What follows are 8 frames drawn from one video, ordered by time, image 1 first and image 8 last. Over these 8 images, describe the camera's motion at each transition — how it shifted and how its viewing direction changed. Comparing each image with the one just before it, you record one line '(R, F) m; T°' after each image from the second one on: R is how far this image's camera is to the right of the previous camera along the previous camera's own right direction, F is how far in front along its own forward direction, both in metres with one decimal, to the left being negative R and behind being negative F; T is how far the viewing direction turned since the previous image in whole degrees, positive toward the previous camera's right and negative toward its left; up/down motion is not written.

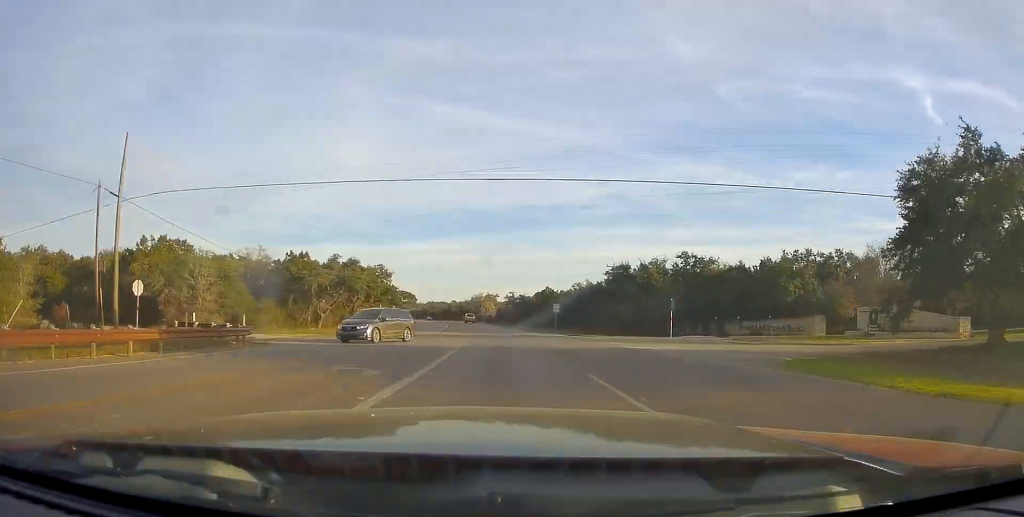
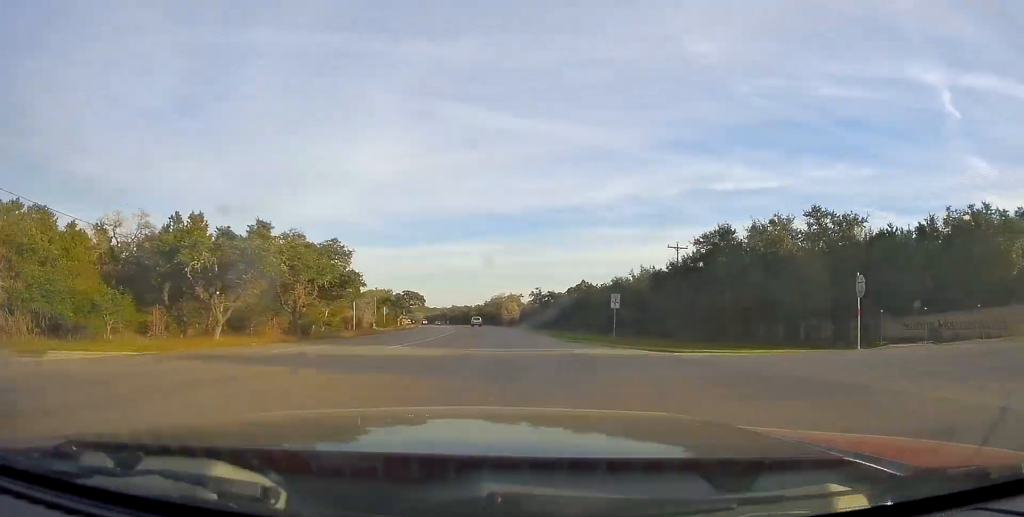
(-0.5, +26.6) m; -2°
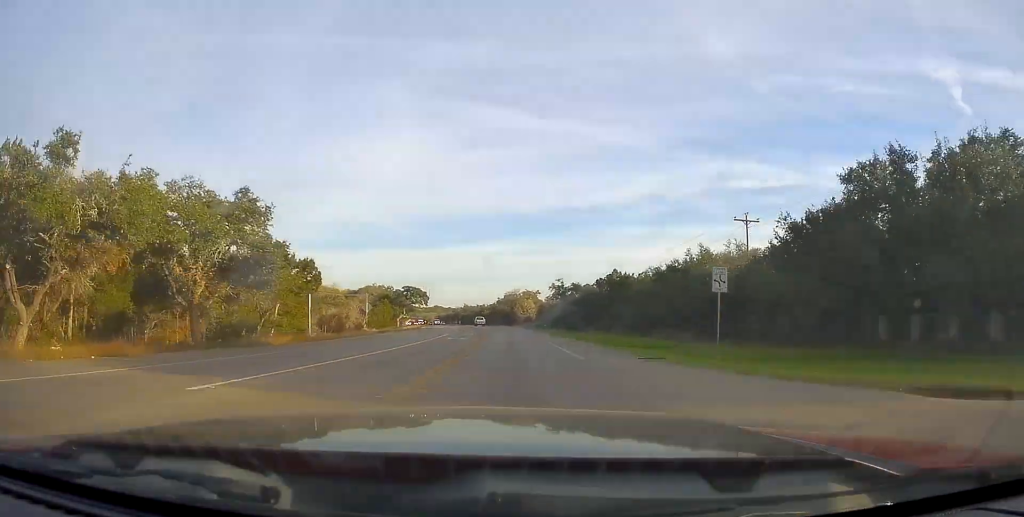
(-0.2, +18.4) m; -2°
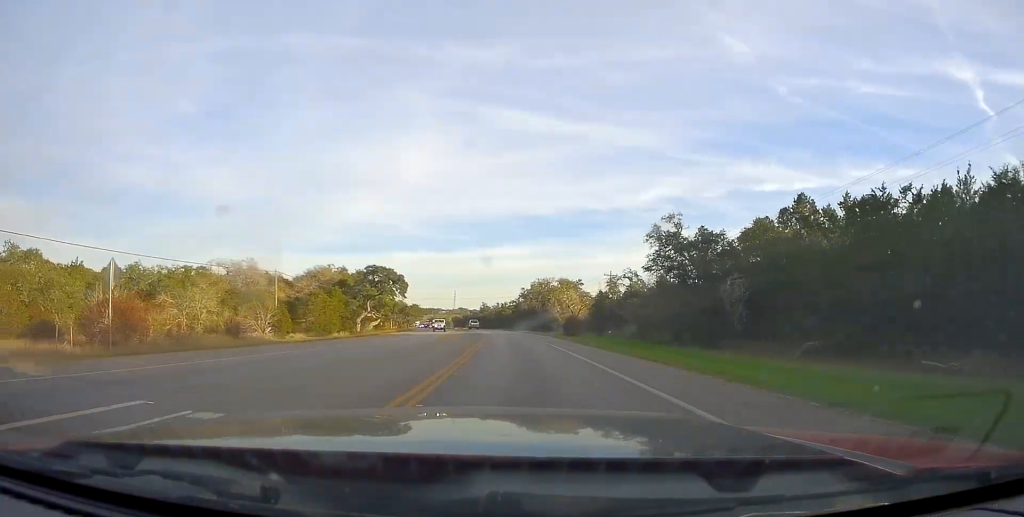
(-1.7, +49.4) m; -3°
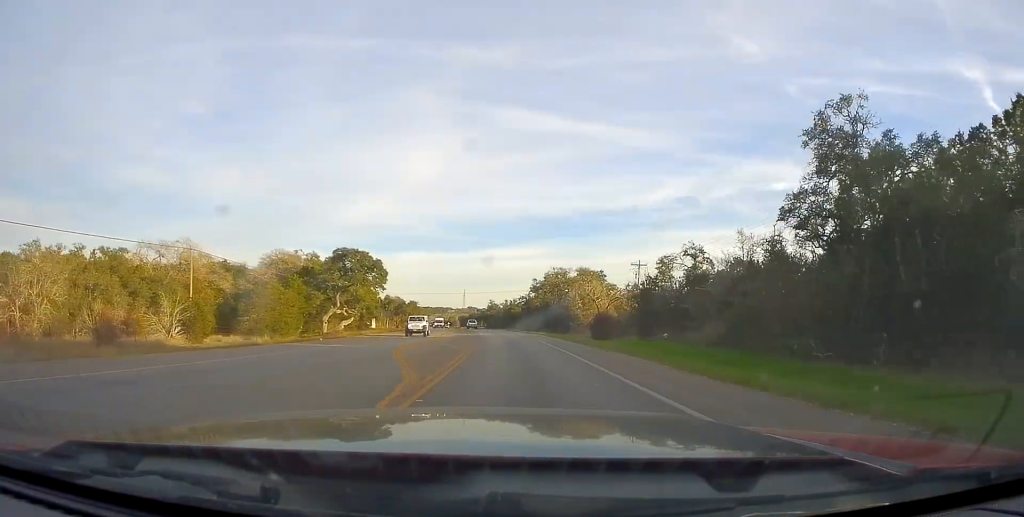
(0.0, +17.3) m; 0°
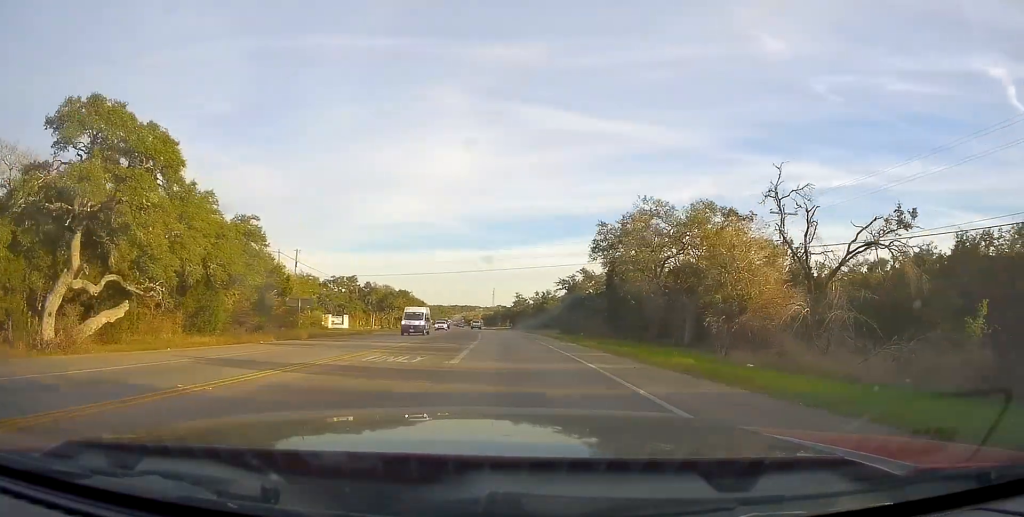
(0.0, +42.6) m; -1°
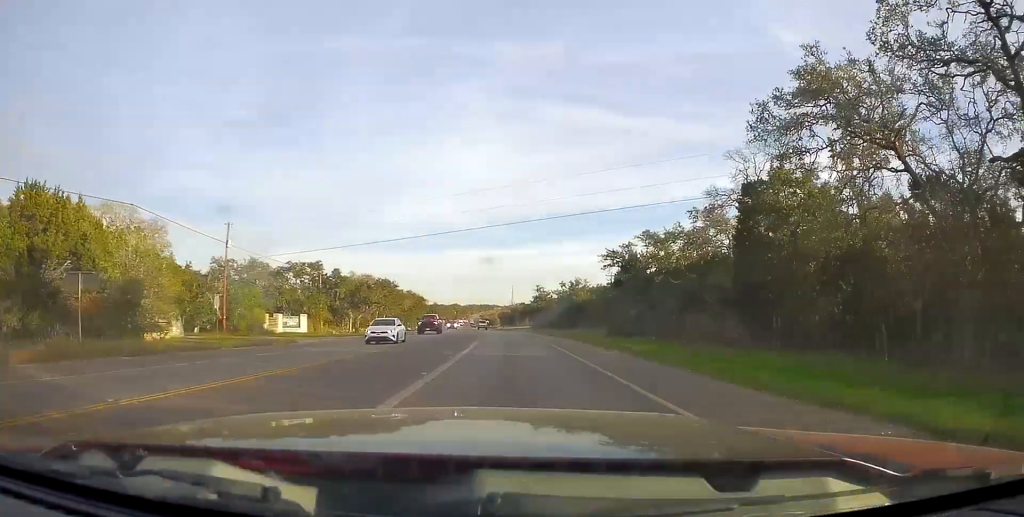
(-0.9, +27.3) m; -3°
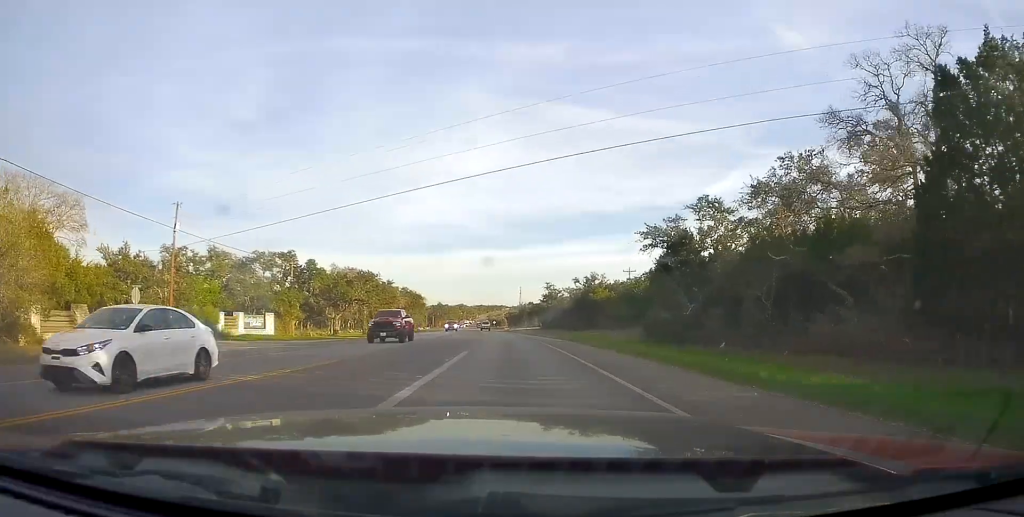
(-0.2, +12.1) m; -1°
